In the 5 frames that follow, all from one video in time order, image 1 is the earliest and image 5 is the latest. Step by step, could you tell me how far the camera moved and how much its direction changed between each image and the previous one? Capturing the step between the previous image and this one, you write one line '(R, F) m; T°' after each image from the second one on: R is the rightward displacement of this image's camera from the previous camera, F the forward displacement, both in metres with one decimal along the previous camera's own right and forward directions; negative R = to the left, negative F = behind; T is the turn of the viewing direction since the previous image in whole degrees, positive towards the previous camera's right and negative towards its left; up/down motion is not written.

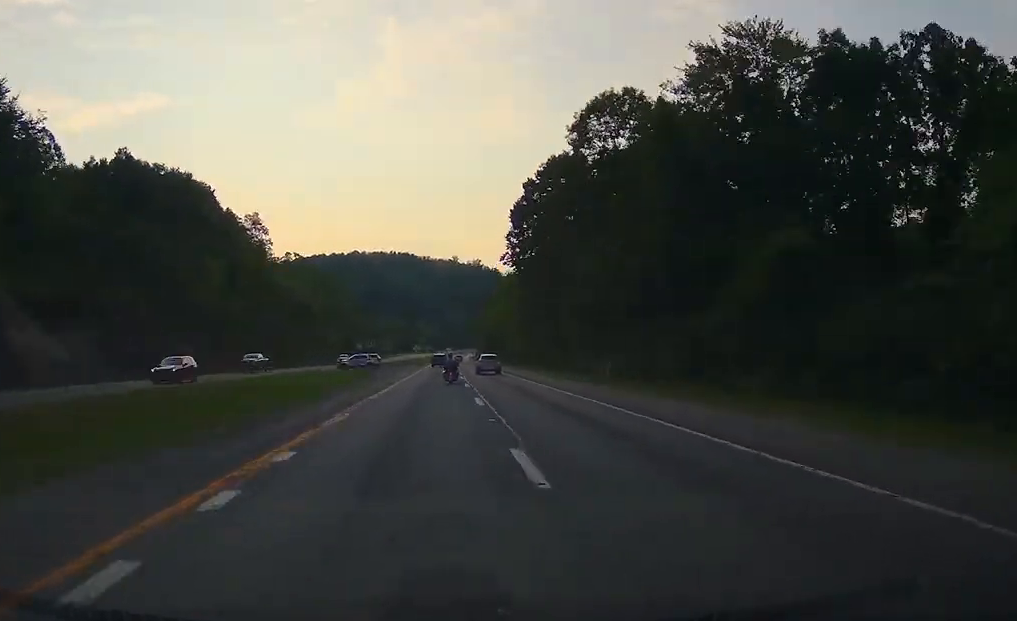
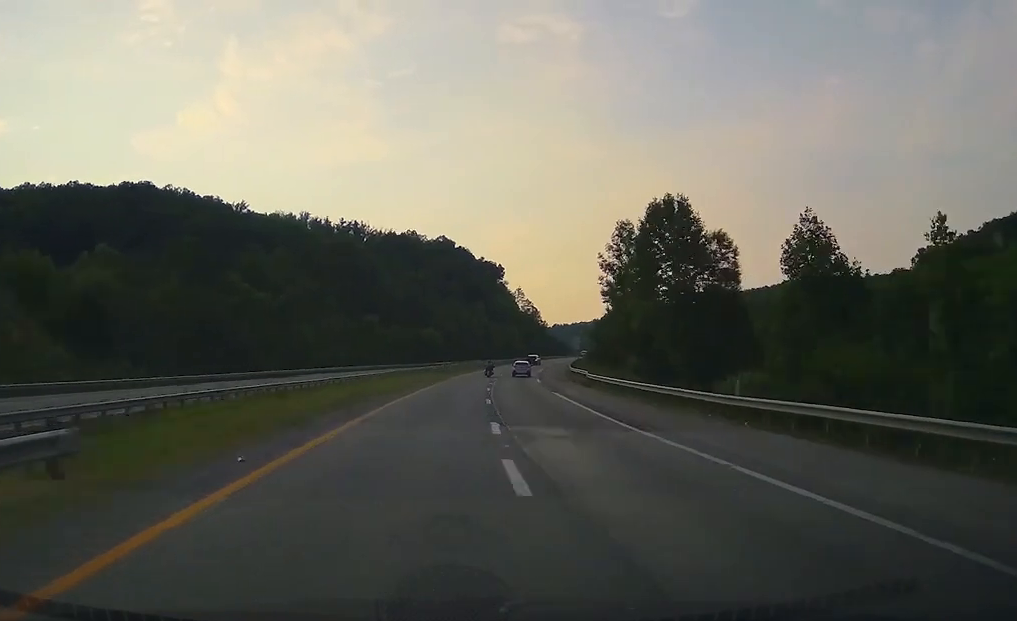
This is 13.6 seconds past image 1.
(+34.9, +400.6) m; +18°
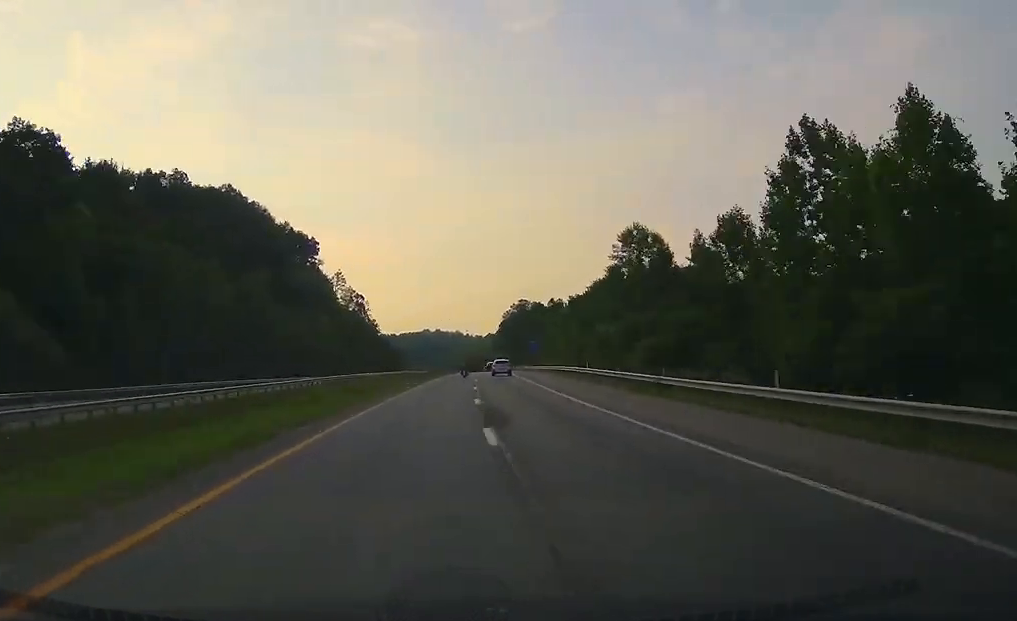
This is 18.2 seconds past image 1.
(+15.8, +137.2) m; +10°
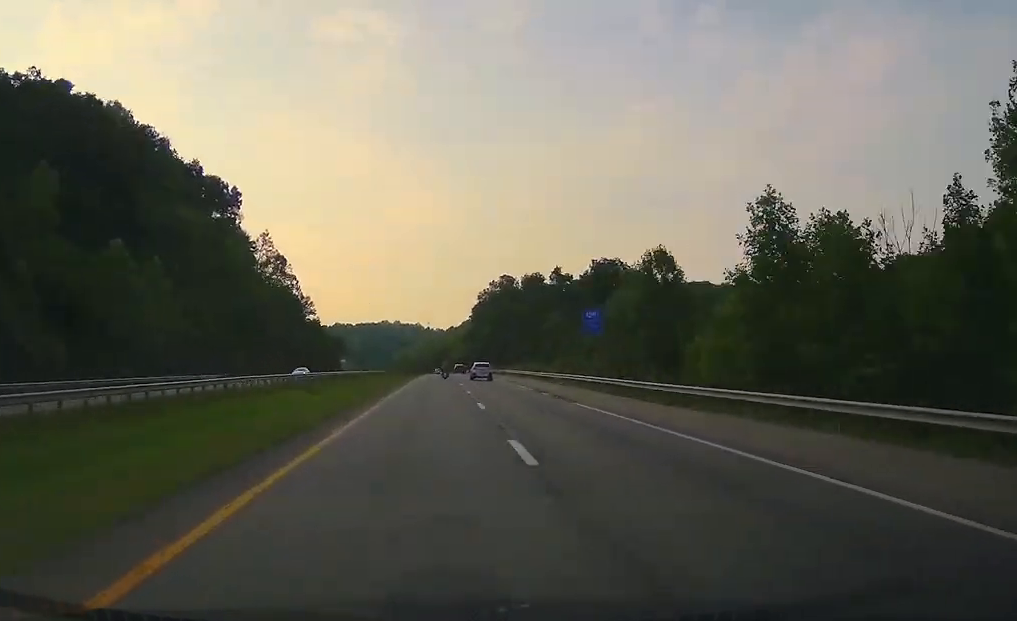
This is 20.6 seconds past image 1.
(+2.7, +74.2) m; +2°
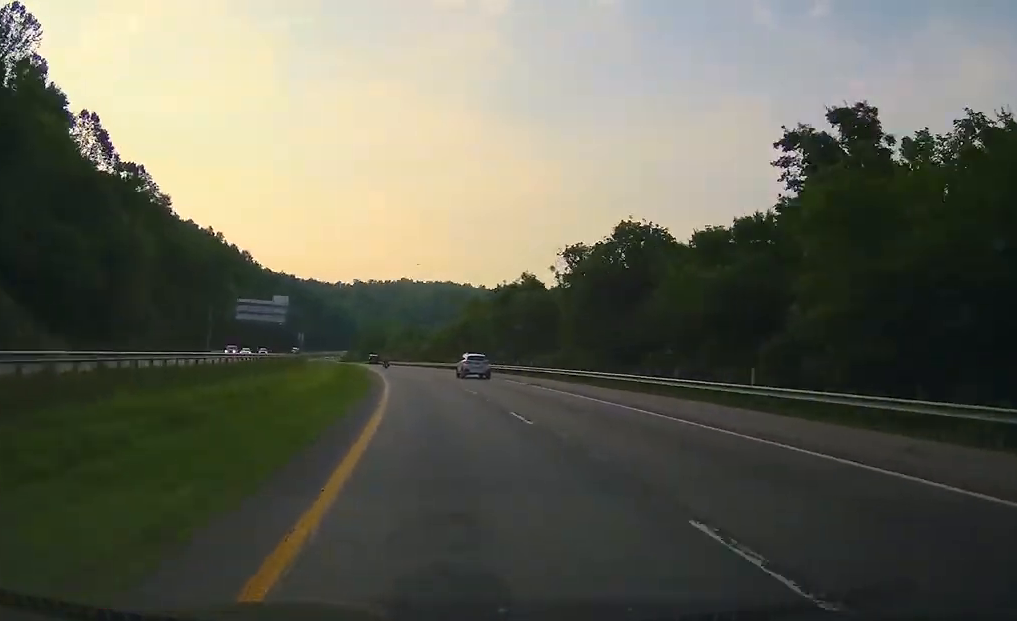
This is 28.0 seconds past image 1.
(-9.9, +232.6) m; -12°
